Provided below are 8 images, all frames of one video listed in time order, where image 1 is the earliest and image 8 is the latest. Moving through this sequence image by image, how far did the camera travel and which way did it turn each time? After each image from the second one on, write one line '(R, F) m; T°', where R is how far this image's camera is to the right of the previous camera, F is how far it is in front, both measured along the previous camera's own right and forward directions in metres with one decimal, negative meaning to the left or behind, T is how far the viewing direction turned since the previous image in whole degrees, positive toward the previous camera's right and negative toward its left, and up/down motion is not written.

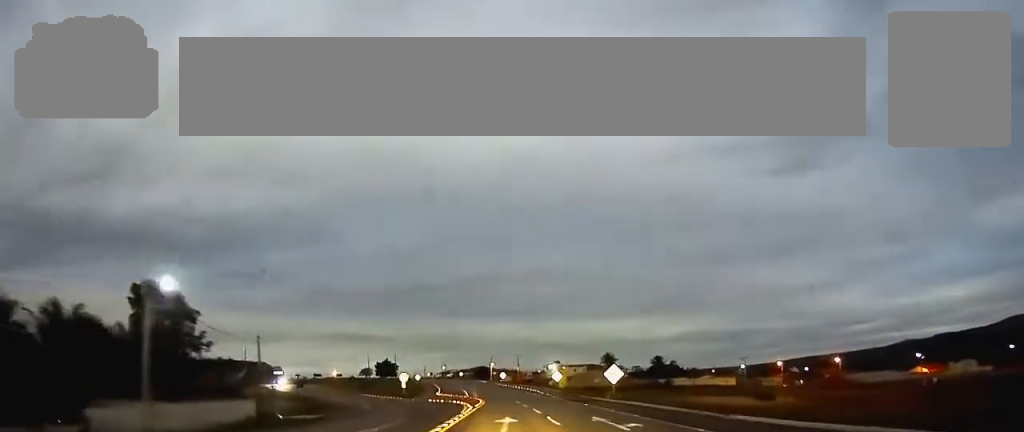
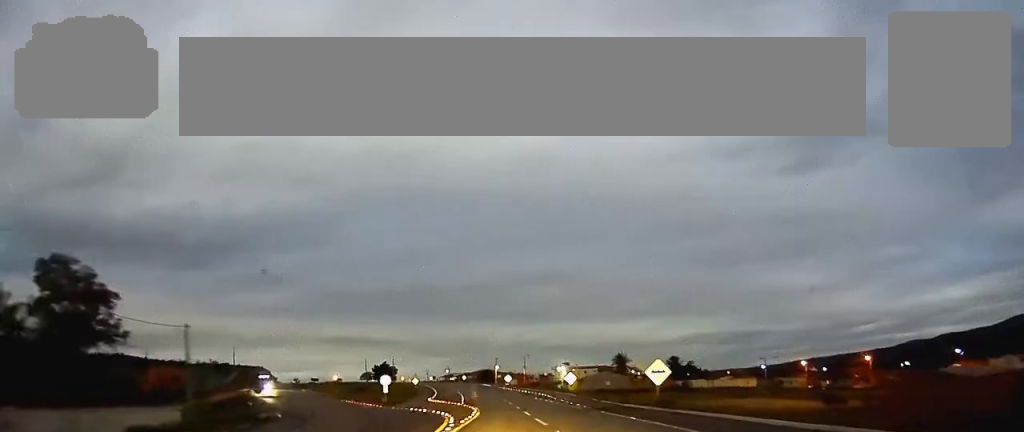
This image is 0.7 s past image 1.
(0.0, +14.3) m; -1°
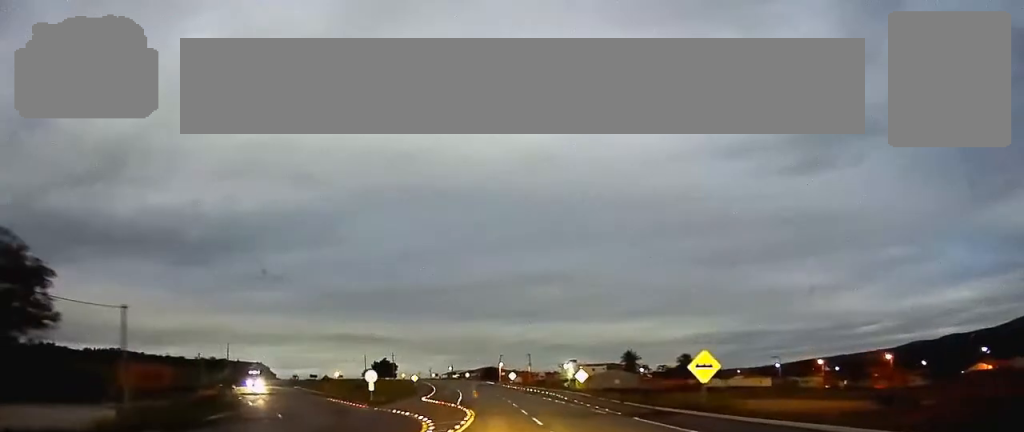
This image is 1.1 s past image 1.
(0.0, +8.6) m; -1°
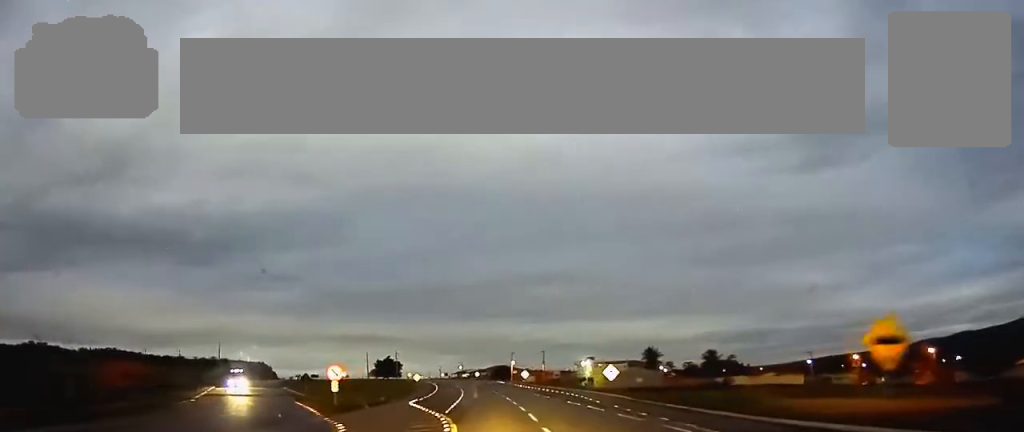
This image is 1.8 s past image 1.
(-0.1, +14.9) m; -1°
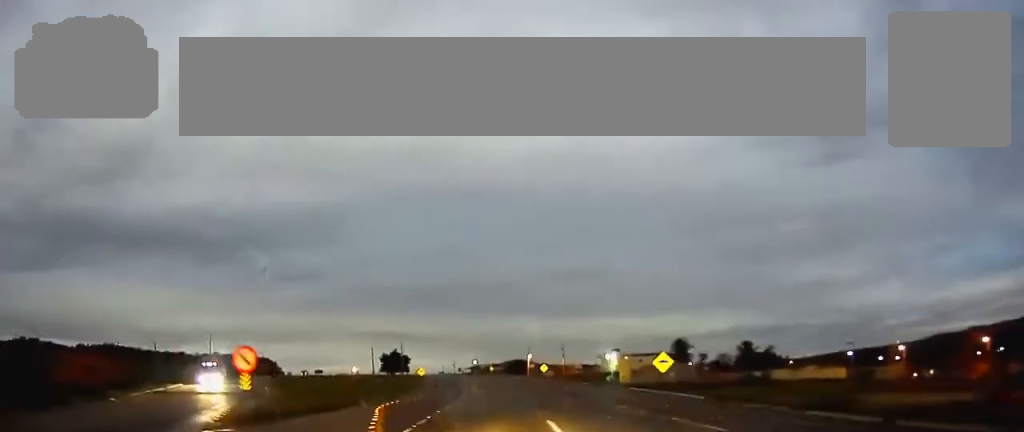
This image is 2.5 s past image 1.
(-0.3, +16.3) m; -1°
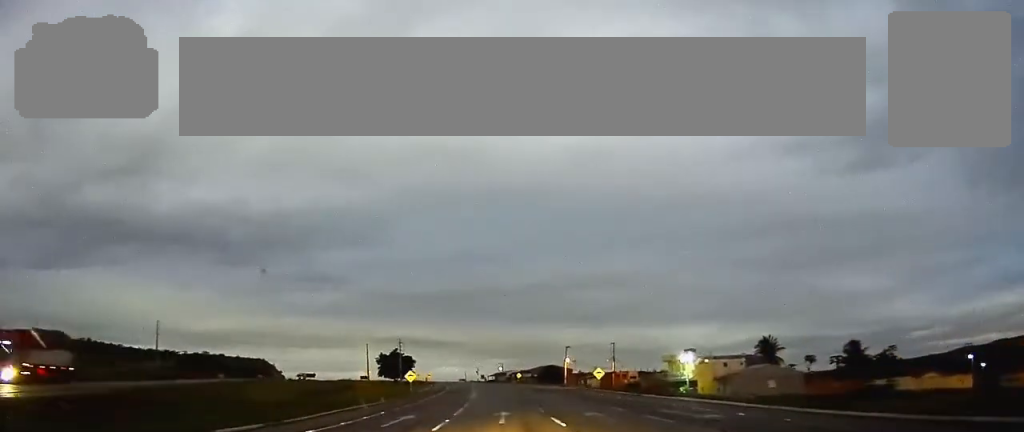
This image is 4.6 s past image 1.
(-0.9, +43.2) m; -2°
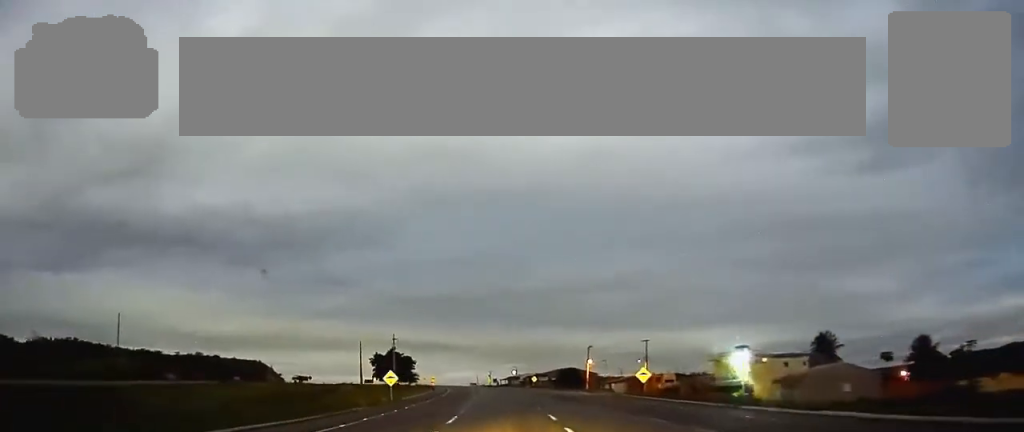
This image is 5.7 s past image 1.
(-0.1, +20.5) m; -1°
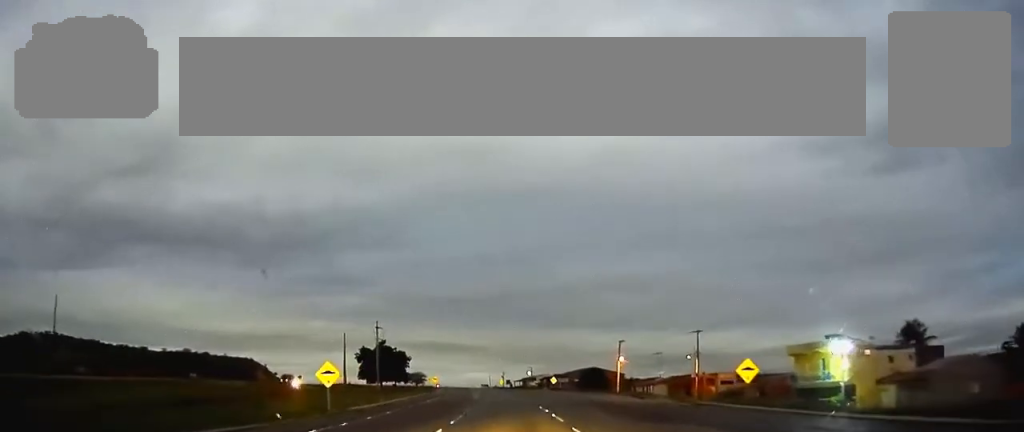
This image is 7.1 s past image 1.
(-0.3, +24.1) m; -1°
